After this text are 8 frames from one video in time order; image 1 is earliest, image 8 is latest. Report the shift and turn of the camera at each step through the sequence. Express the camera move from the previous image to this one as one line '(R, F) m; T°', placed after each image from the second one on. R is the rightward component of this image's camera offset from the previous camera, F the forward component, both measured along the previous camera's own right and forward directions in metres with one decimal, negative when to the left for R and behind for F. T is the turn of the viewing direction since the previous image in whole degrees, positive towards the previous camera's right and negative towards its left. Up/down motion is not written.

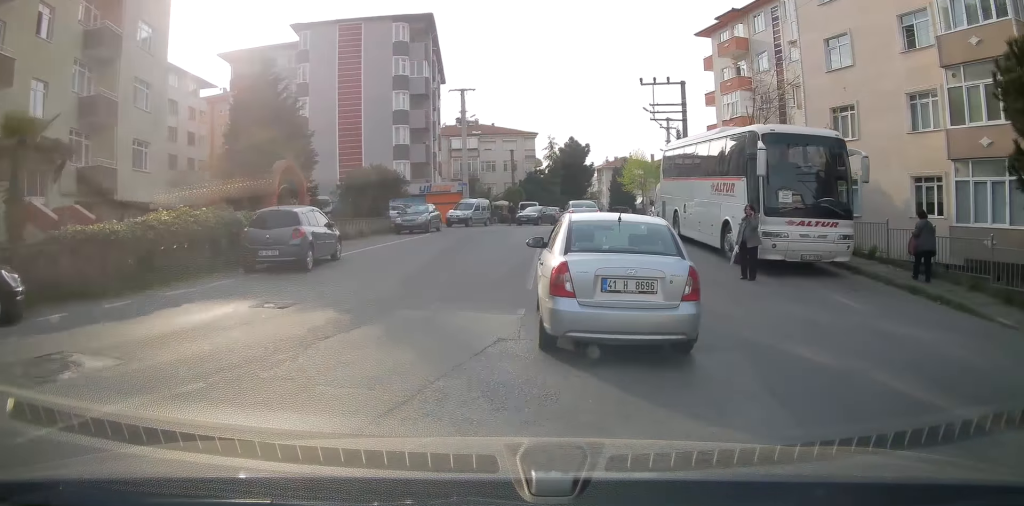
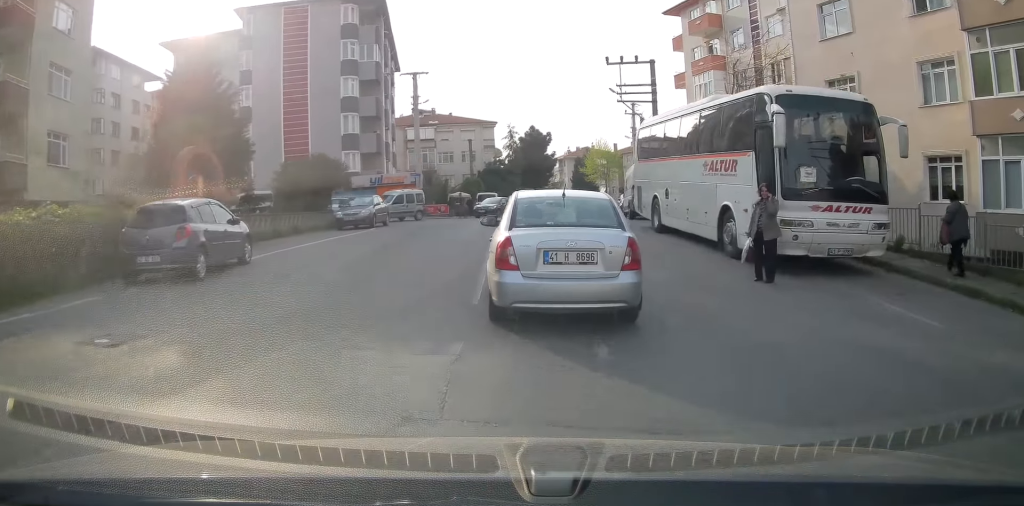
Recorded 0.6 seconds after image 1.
(0.0, +3.0) m; -2°
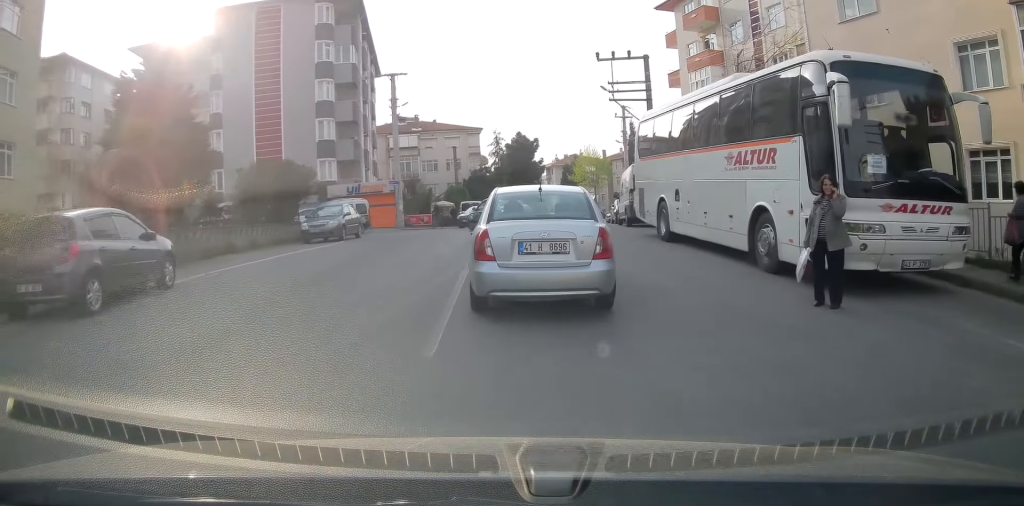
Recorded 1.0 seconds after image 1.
(+0.1, +2.5) m; -2°
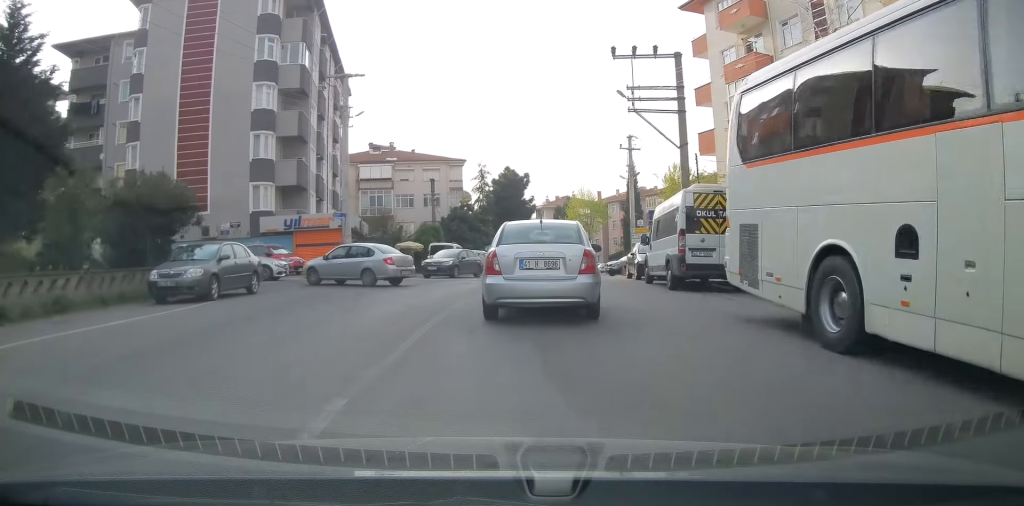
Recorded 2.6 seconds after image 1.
(-0.6, +9.5) m; -4°
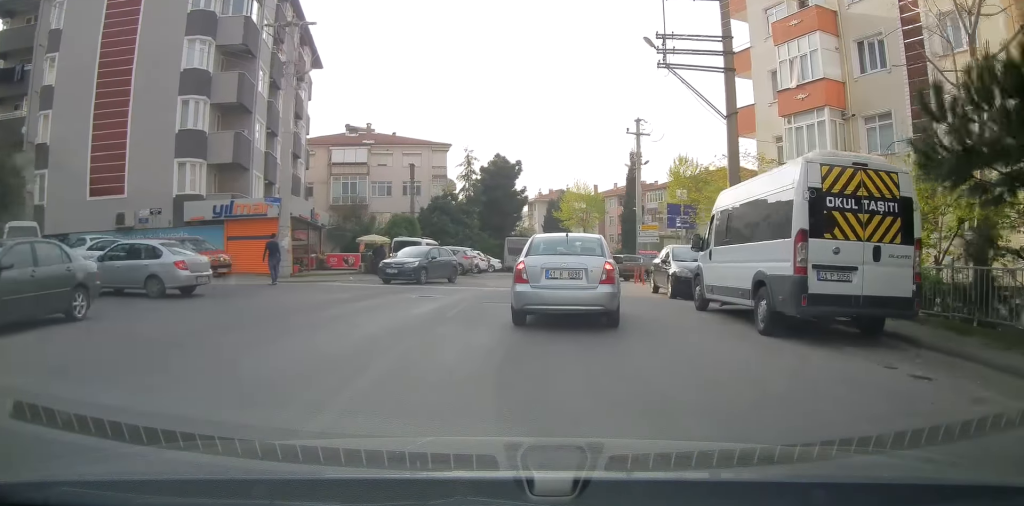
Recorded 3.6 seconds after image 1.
(0.0, +6.8) m; +2°
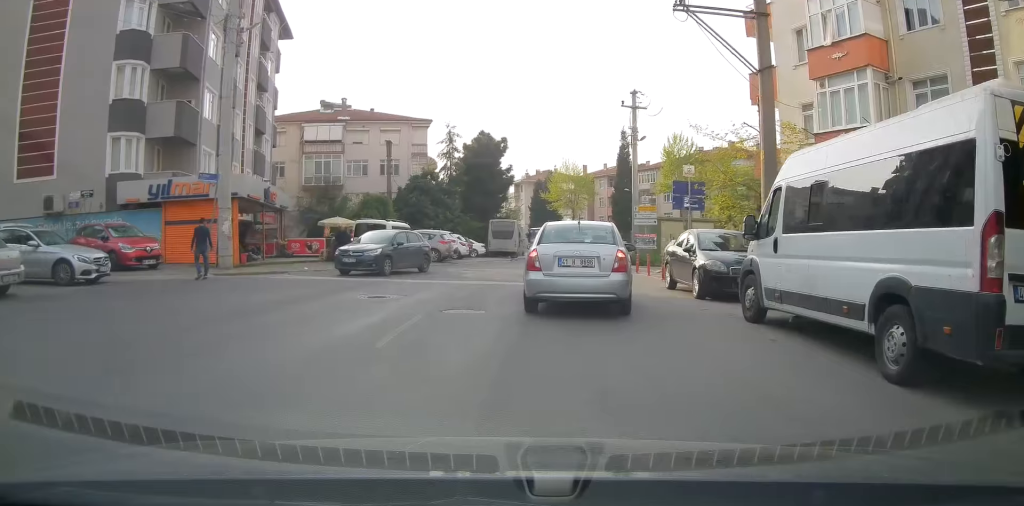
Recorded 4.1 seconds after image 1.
(0.0, +3.8) m; +1°
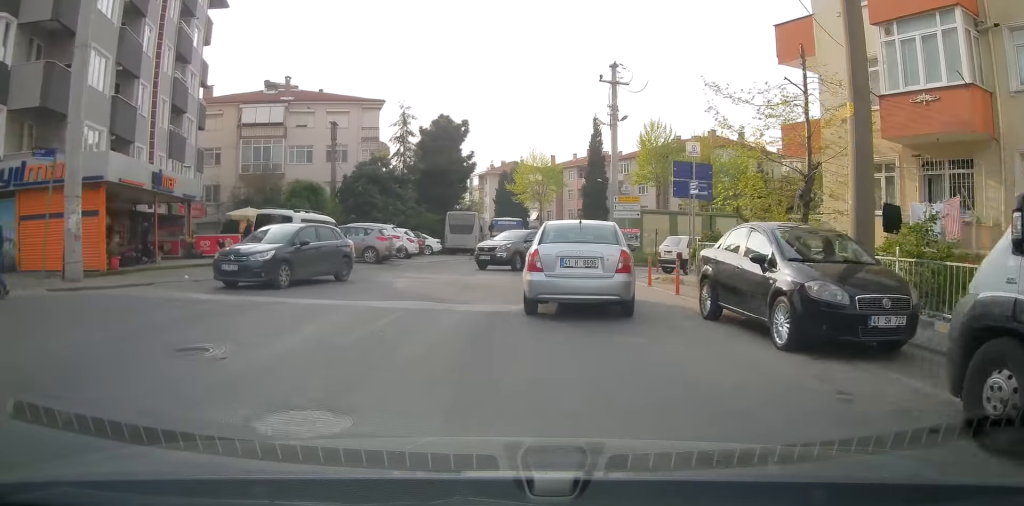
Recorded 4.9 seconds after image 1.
(+0.2, +6.0) m; +2°
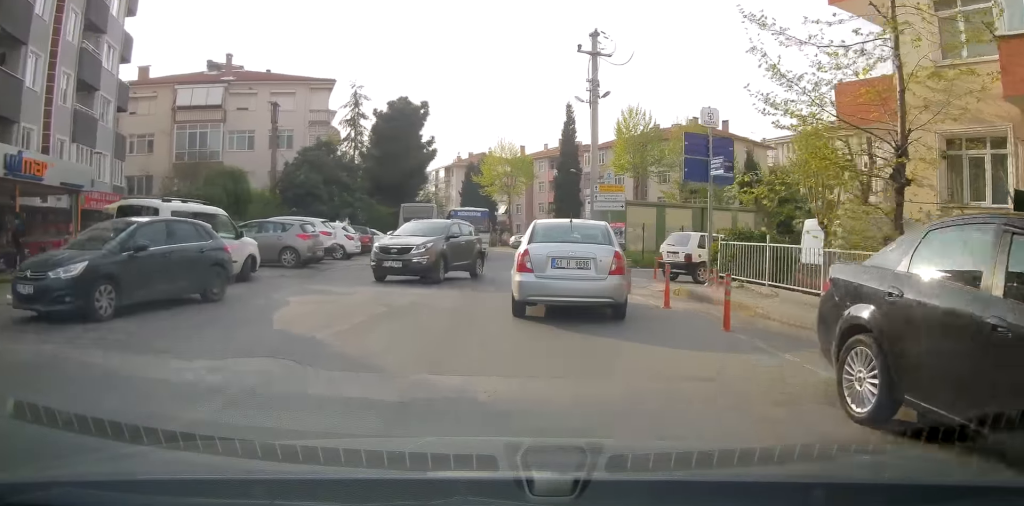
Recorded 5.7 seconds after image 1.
(0.0, +5.4) m; +1°
